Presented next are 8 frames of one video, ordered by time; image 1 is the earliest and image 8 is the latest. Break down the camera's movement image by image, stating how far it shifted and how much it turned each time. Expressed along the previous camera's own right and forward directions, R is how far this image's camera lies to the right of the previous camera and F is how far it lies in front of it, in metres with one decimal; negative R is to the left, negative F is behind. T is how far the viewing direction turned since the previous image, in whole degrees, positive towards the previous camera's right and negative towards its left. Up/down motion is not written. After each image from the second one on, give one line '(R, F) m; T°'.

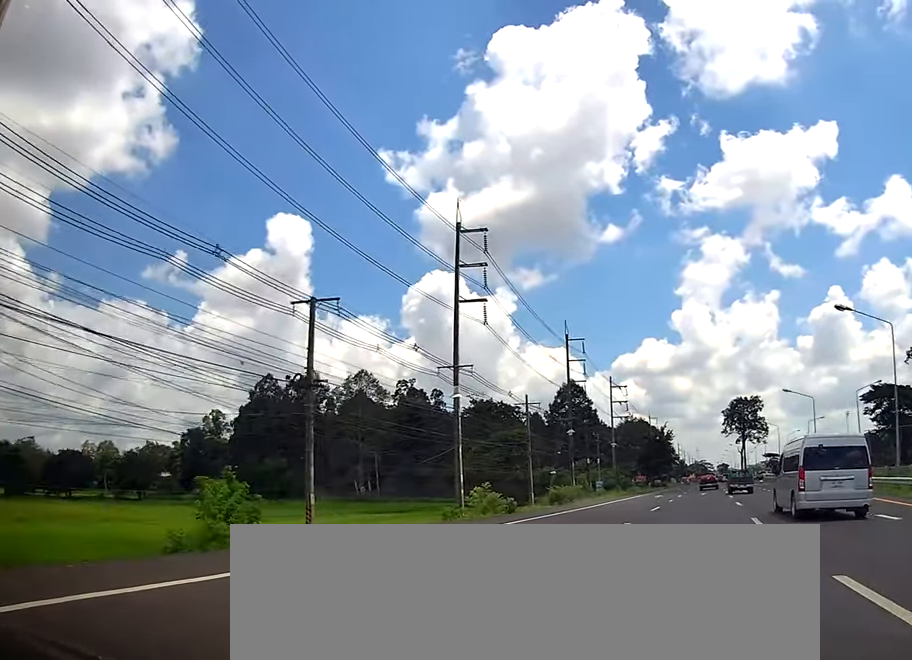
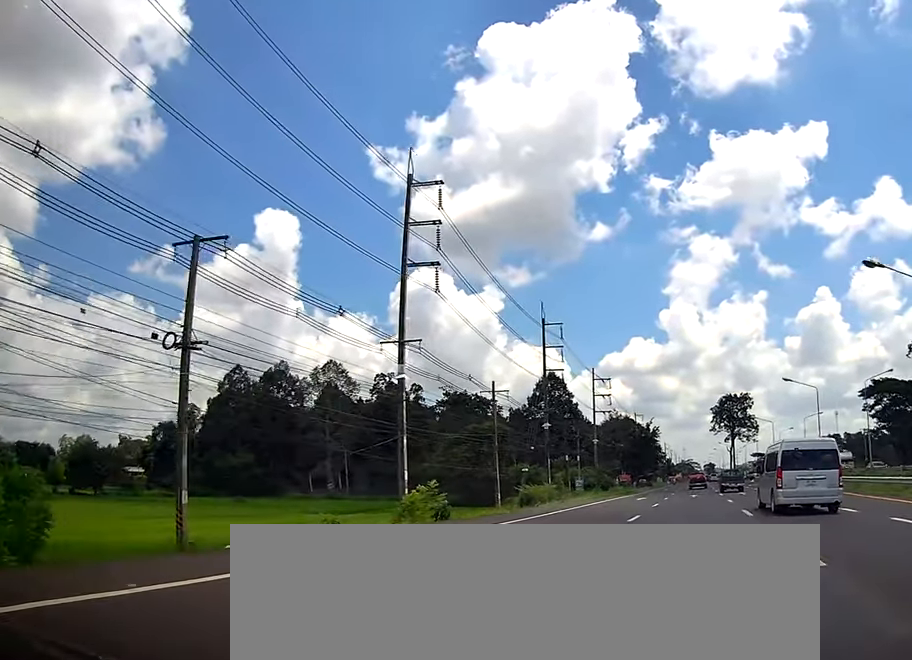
(0.0, +8.0) m; +1°
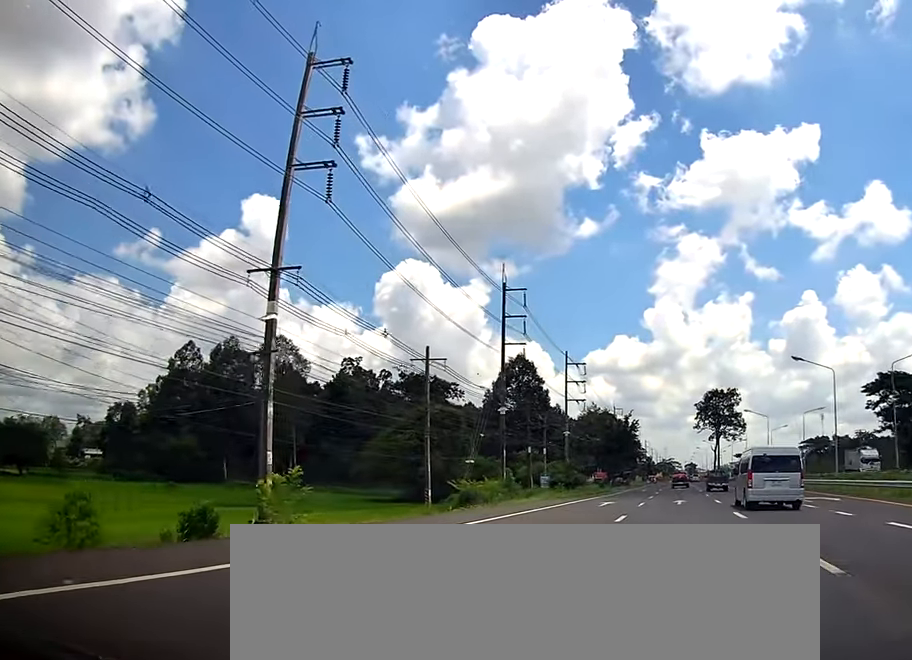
(-0.2, +12.7) m; +2°
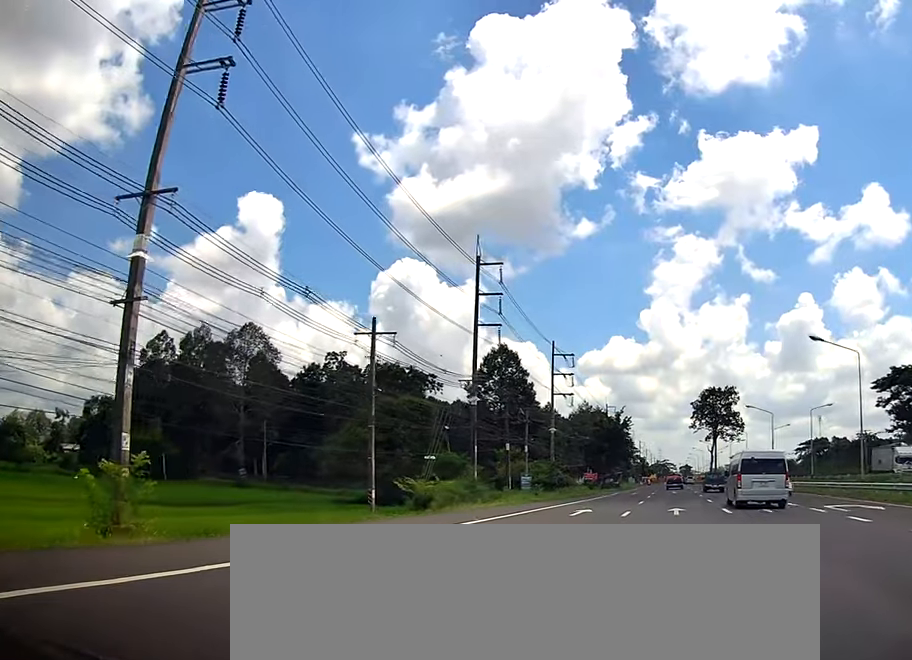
(+0.4, +8.1) m; +1°
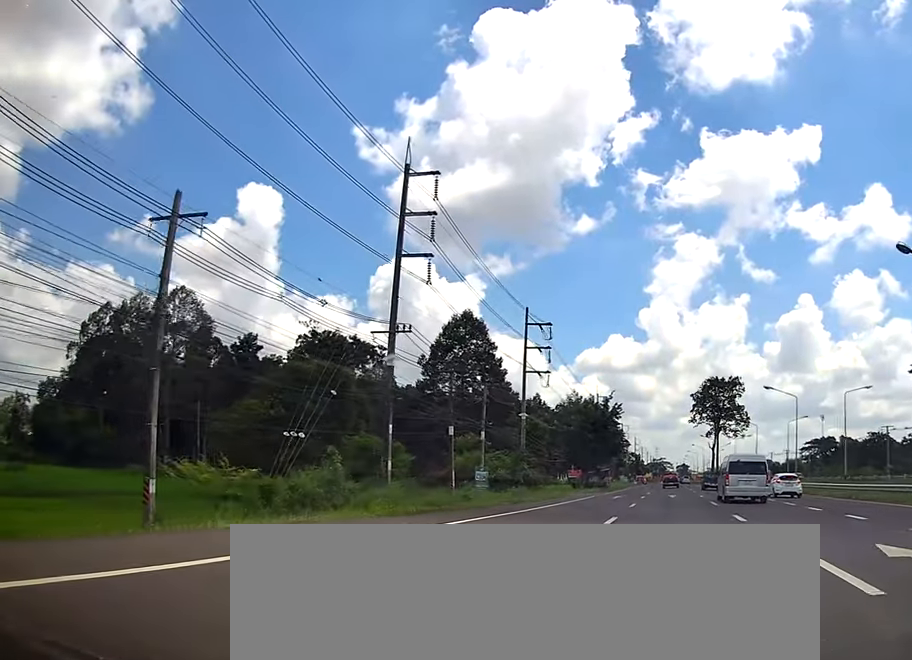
(+0.5, +17.4) m; +2°
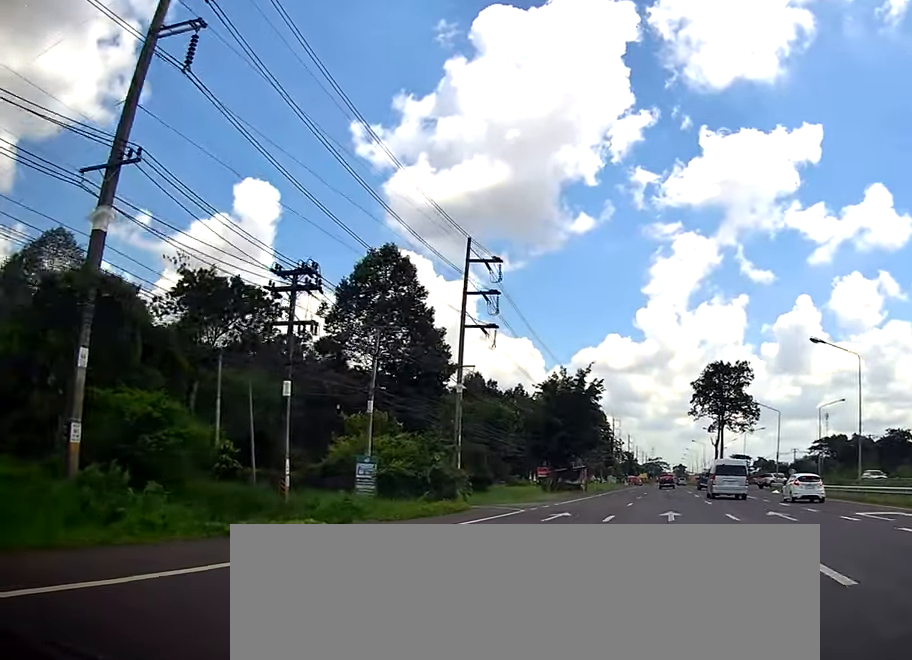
(0.0, +22.7) m; 0°
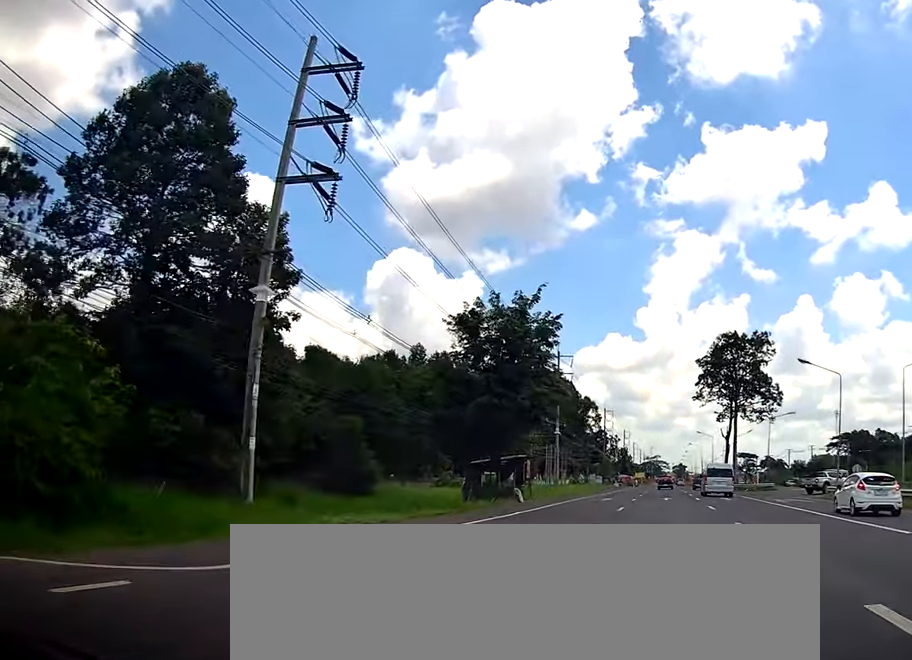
(0.0, +27.9) m; 0°
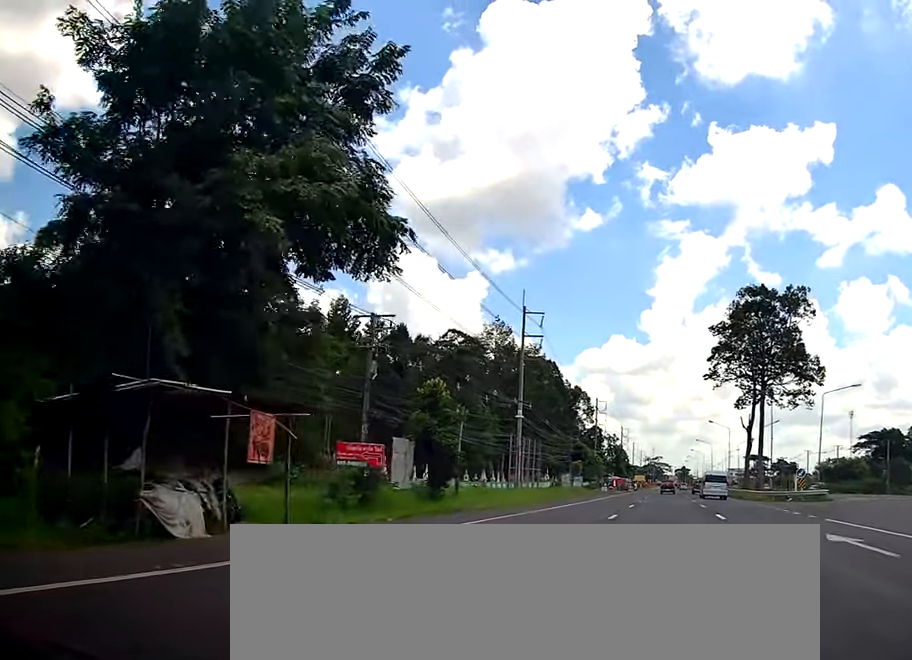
(0.0, +27.9) m; 0°
